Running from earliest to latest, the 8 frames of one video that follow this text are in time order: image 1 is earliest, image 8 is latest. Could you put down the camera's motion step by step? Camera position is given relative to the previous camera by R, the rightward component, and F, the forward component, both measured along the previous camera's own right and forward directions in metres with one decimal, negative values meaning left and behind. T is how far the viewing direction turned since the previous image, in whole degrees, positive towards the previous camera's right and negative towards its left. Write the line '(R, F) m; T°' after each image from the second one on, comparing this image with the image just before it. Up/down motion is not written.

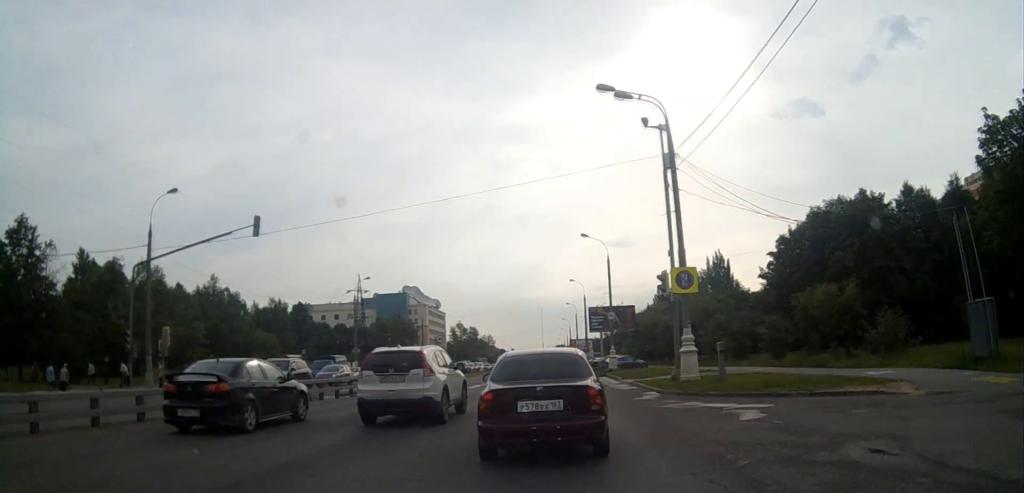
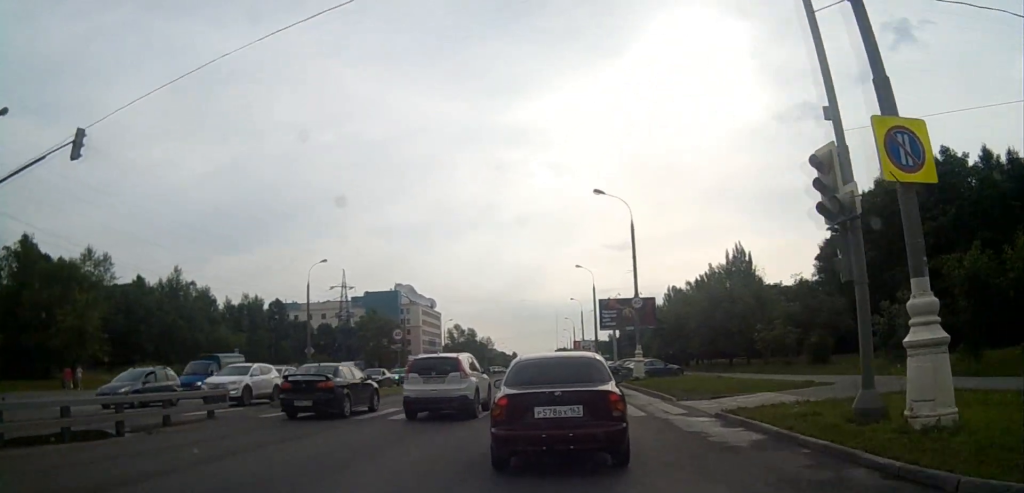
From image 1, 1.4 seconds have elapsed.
(-0.1, +16.4) m; -2°
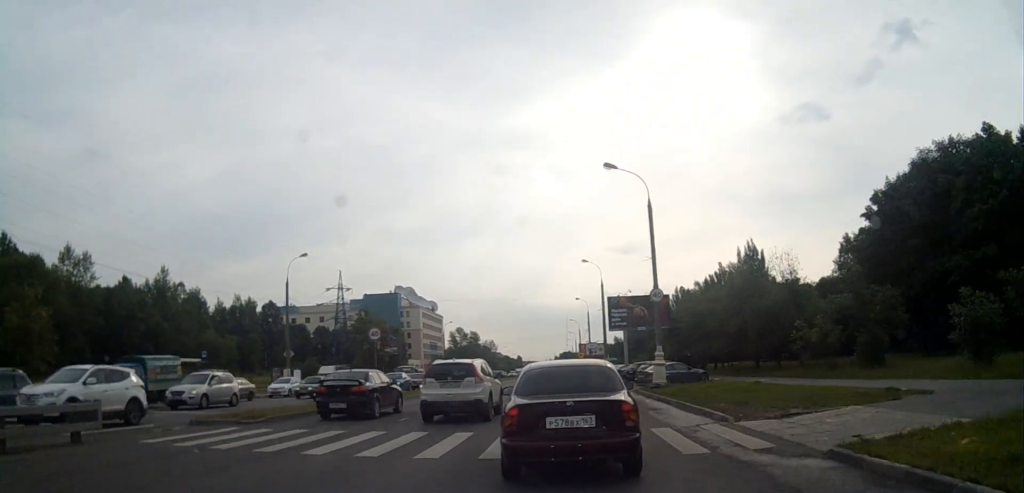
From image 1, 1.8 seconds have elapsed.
(-0.1, +6.5) m; -1°
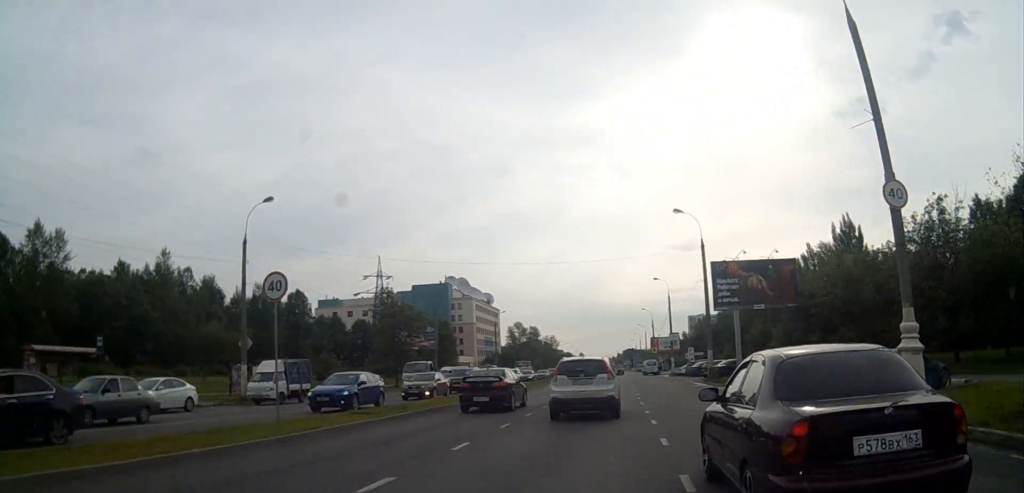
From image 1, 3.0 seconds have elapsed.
(-0.4, +20.1) m; -1°
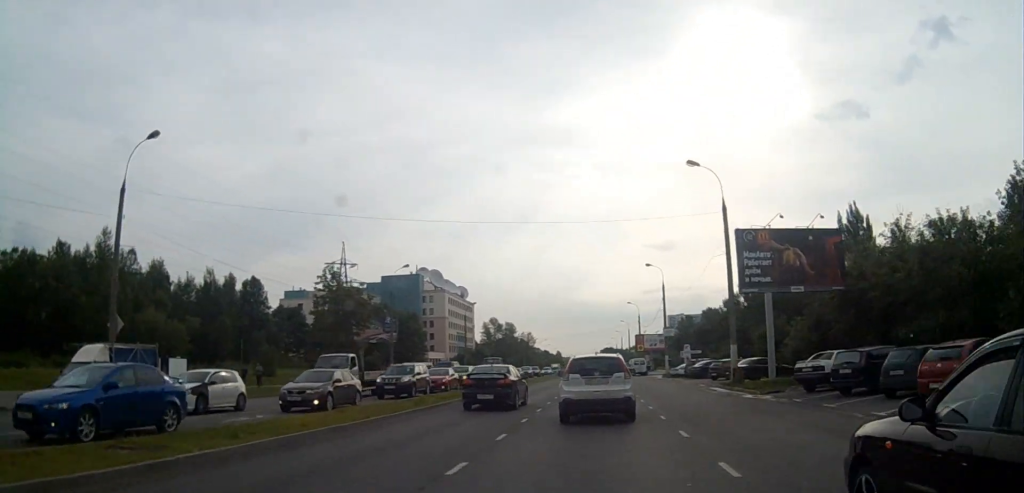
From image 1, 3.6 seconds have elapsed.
(0.0, +10.9) m; 0°
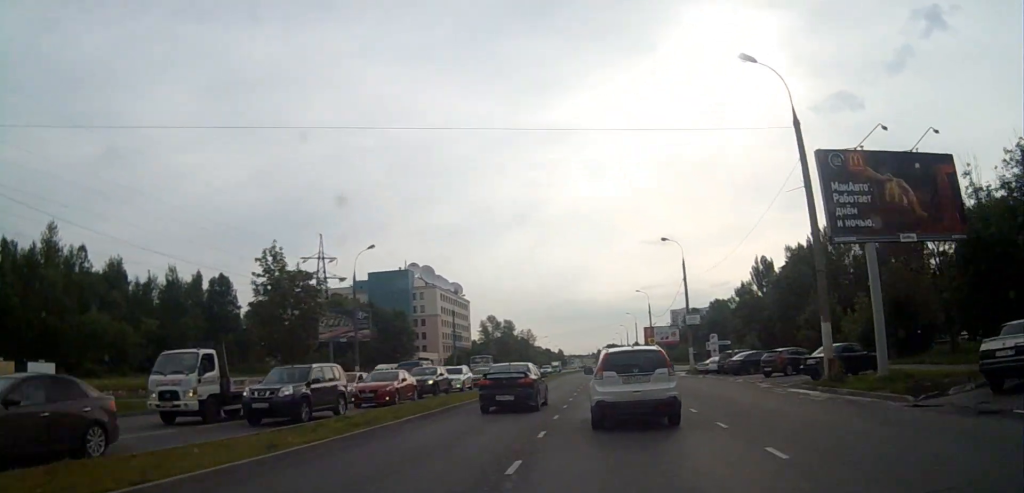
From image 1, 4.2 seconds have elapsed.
(0.0, +12.5) m; 0°
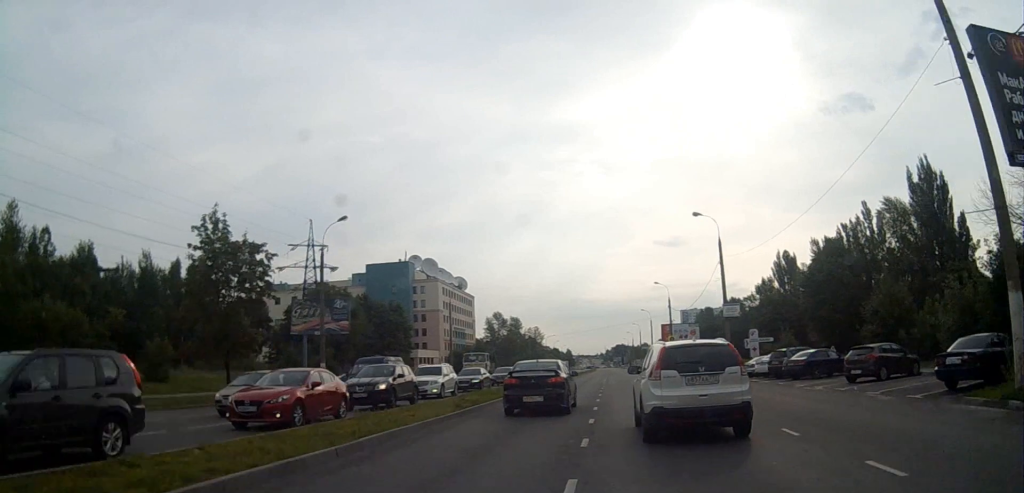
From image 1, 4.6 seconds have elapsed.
(0.0, +8.9) m; 0°
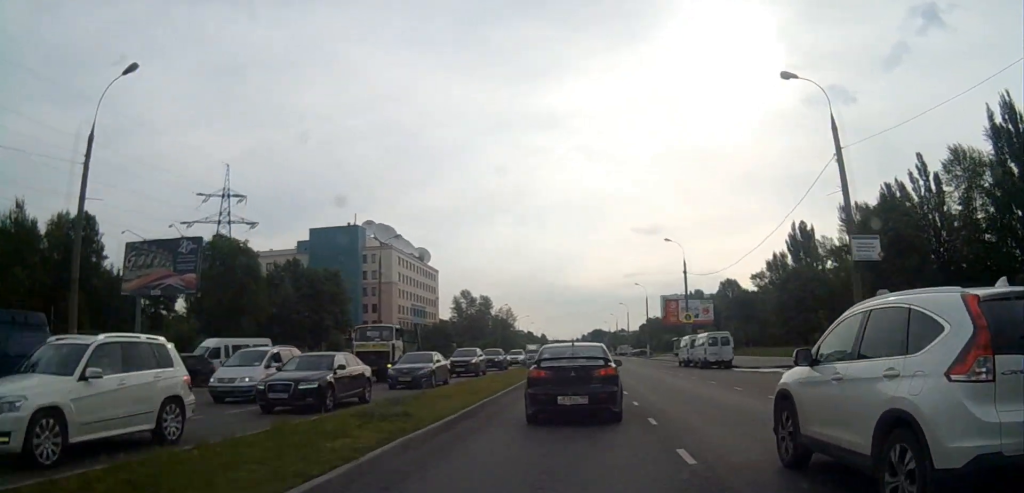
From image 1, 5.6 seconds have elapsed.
(+0.2, +22.9) m; +2°
